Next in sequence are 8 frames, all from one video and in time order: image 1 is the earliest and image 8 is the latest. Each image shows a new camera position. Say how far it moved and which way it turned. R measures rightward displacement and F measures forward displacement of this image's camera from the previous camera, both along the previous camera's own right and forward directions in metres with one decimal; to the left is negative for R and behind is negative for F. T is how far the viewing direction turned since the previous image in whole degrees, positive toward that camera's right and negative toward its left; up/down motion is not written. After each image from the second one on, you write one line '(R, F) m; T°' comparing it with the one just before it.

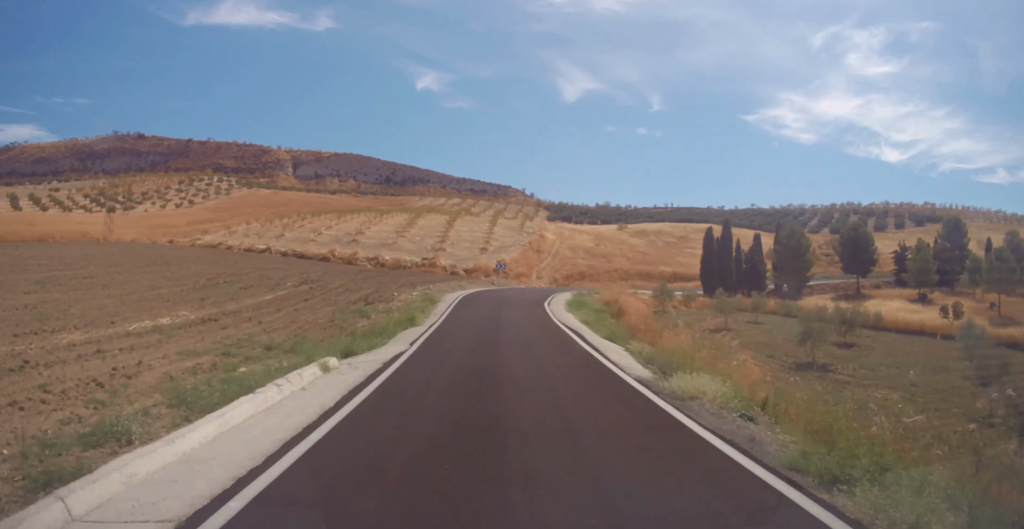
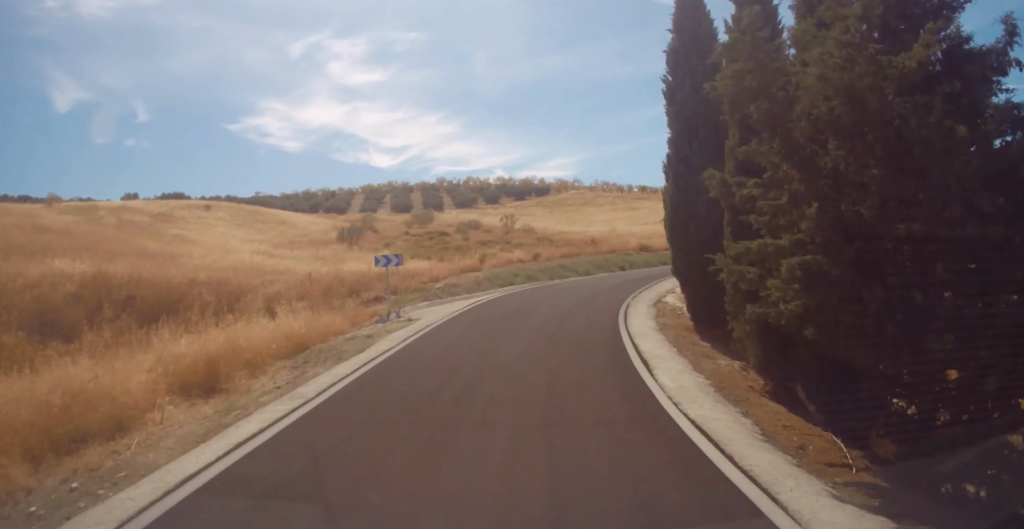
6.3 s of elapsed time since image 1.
(+25.5, +69.4) m; +40°
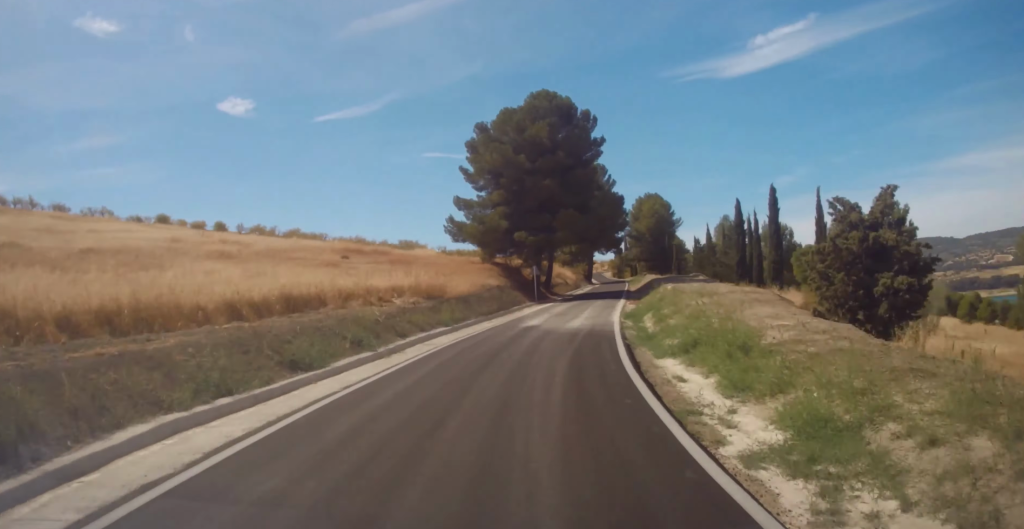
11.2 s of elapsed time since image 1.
(+18.7, +59.2) m; +27°
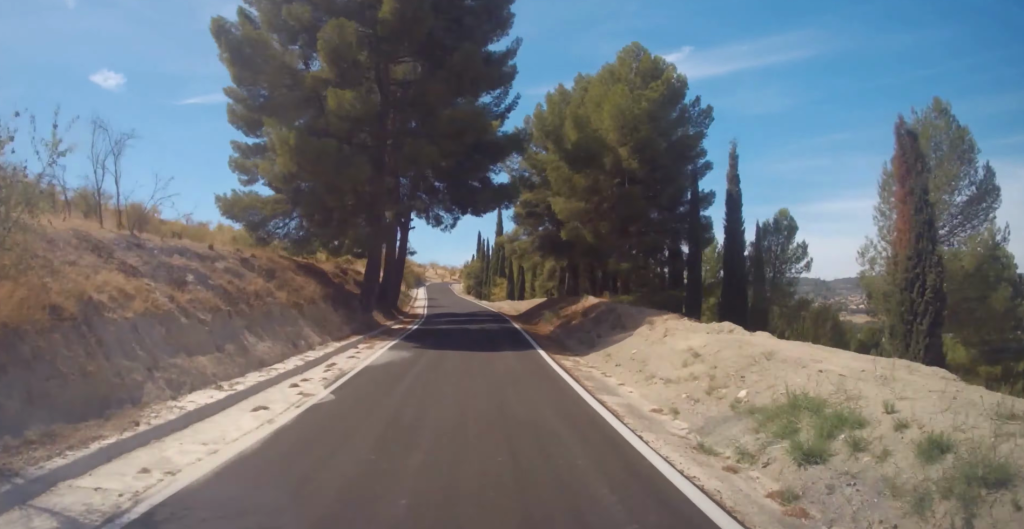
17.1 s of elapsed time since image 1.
(+18.1, +76.3) m; +13°
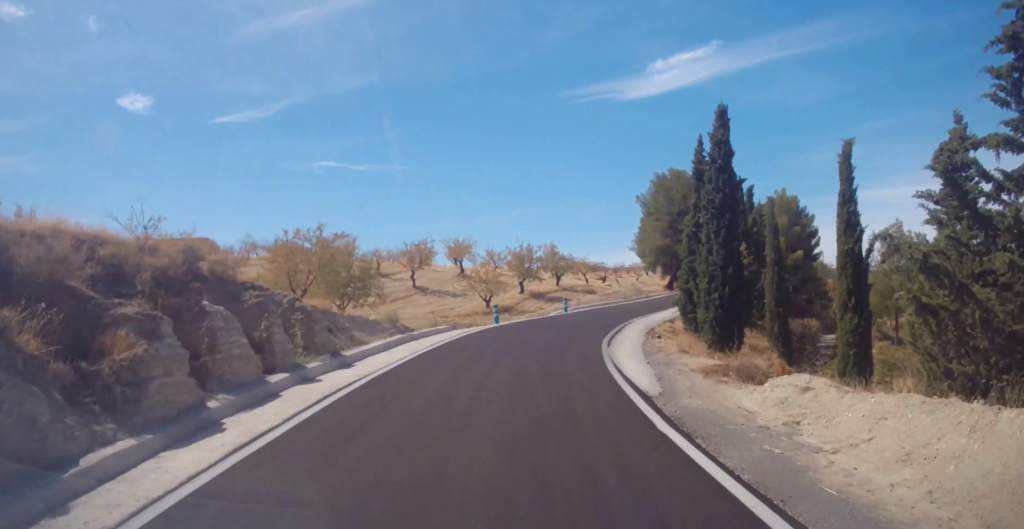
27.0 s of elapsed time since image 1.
(+7.1, +120.6) m; +11°
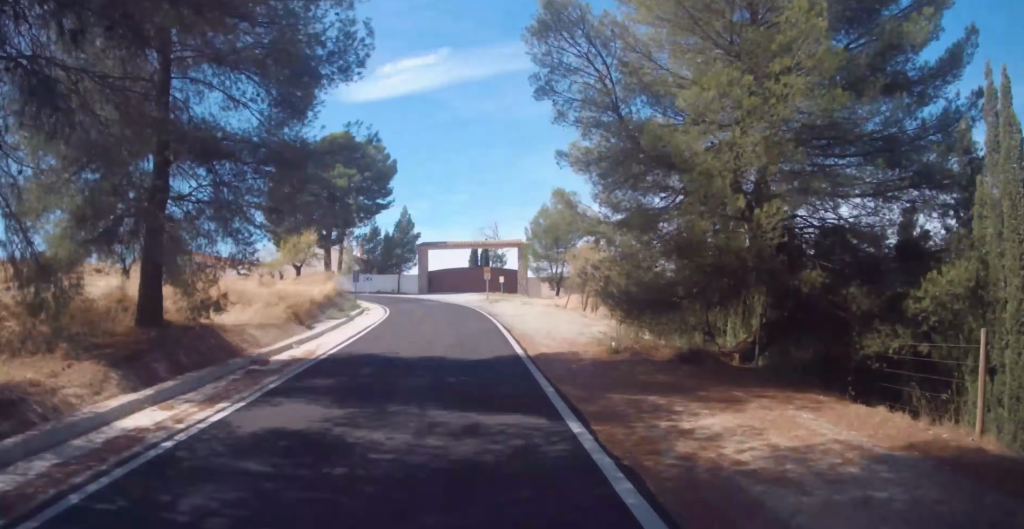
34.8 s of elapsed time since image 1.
(+7.5, +86.4) m; -18°
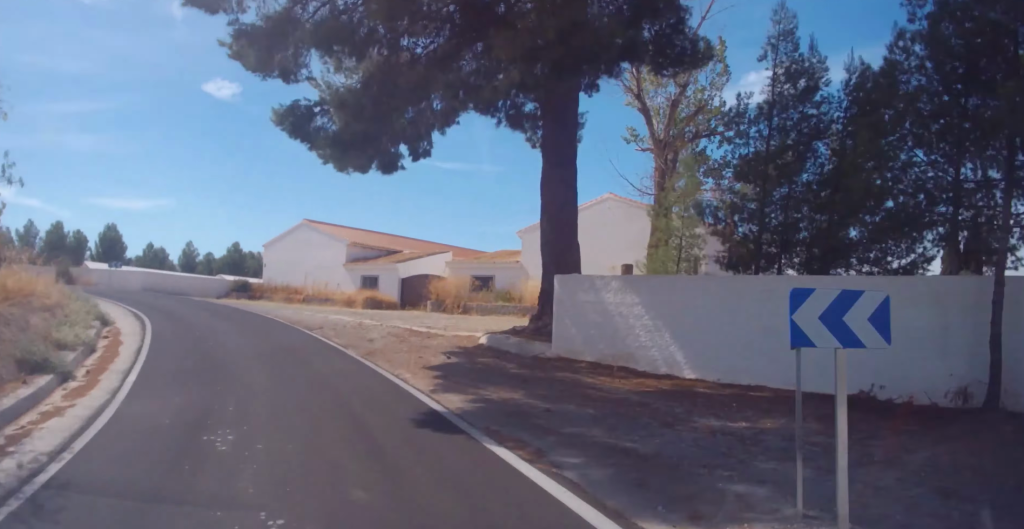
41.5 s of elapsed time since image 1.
(-22.9, +53.4) m; -47°
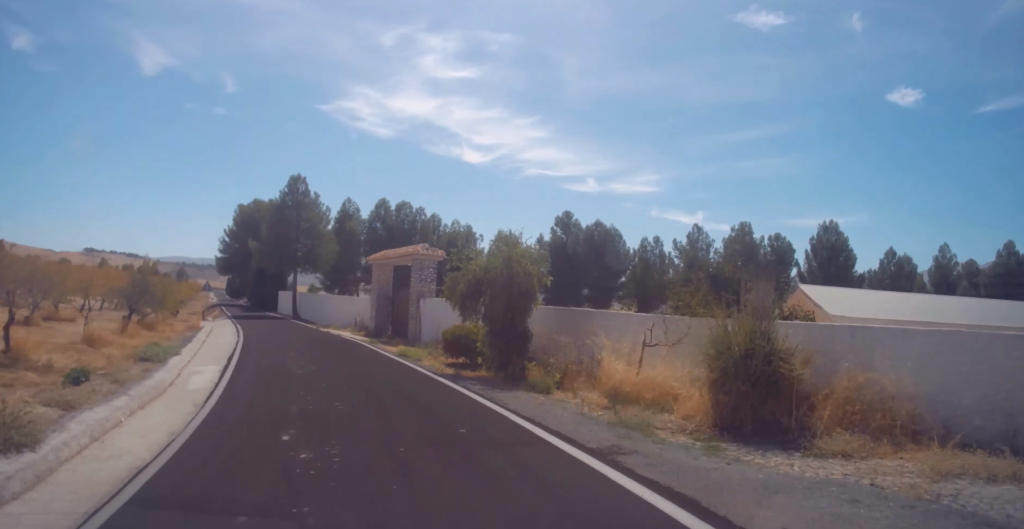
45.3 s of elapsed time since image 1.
(-10.1, +41.1) m; -26°
